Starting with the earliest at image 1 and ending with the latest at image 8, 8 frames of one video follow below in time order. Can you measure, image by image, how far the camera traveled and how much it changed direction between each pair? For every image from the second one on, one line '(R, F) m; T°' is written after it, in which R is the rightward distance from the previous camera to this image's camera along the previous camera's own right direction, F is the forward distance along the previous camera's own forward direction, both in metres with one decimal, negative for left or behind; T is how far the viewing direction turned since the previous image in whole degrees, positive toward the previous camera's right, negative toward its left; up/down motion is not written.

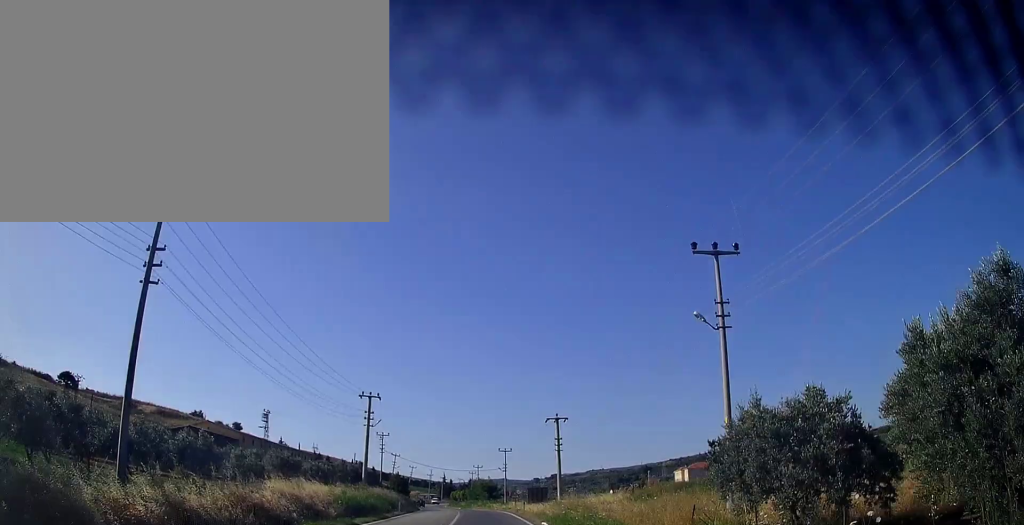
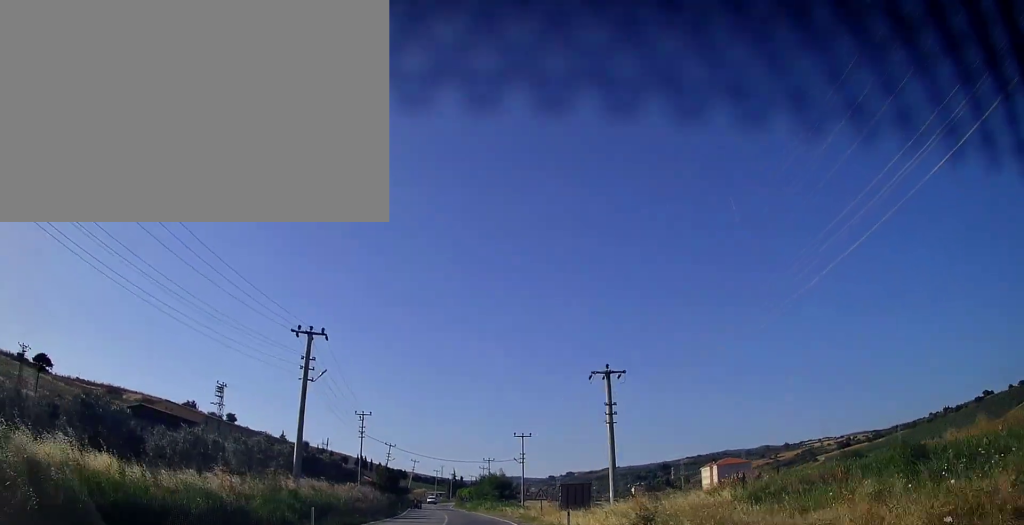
(0.0, +22.8) m; -1°
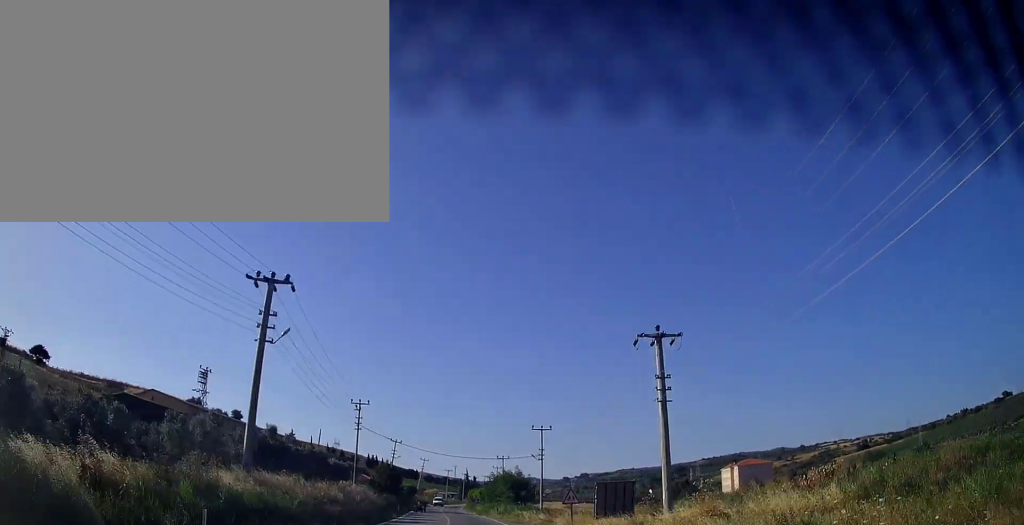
(+0.1, +9.0) m; -1°
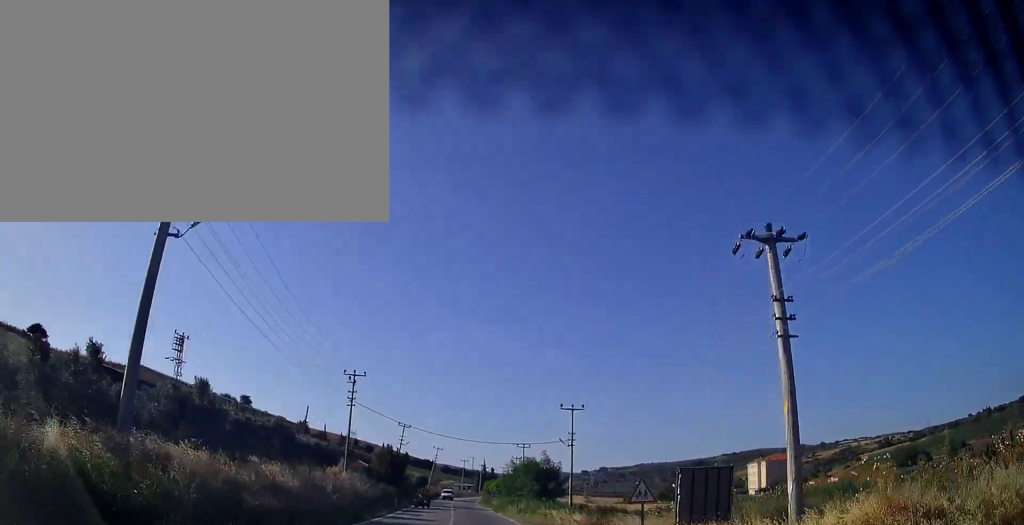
(-0.2, +10.2) m; -2°
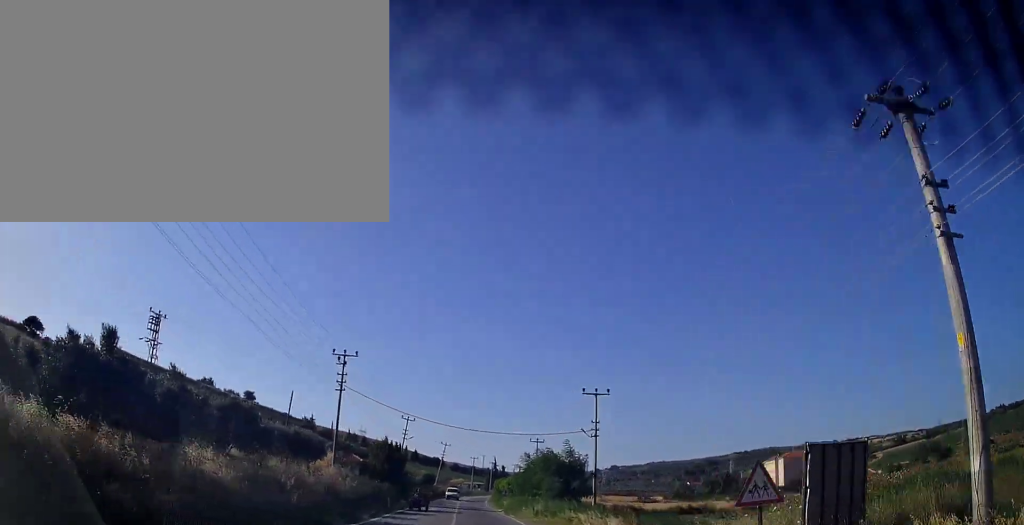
(0.0, +7.8) m; -1°
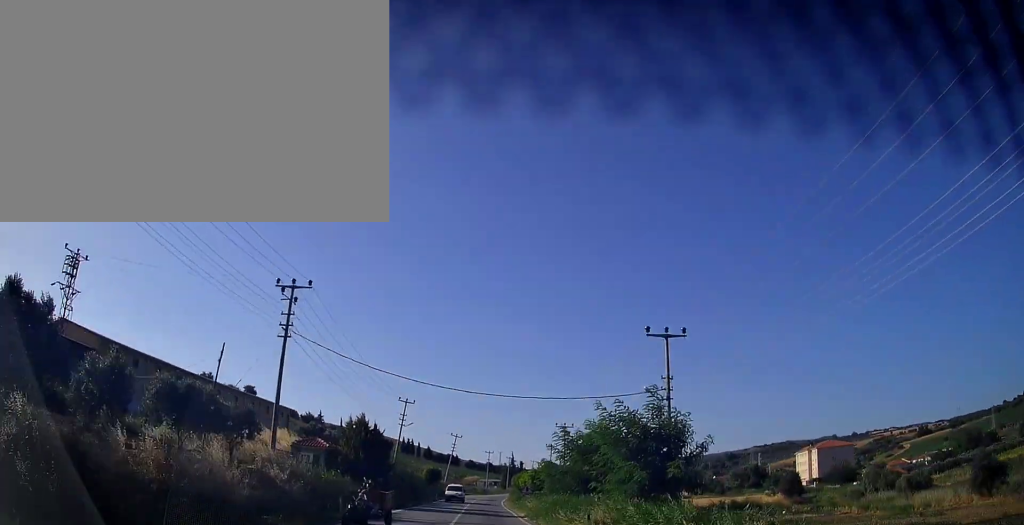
(-0.4, +15.6) m; -1°
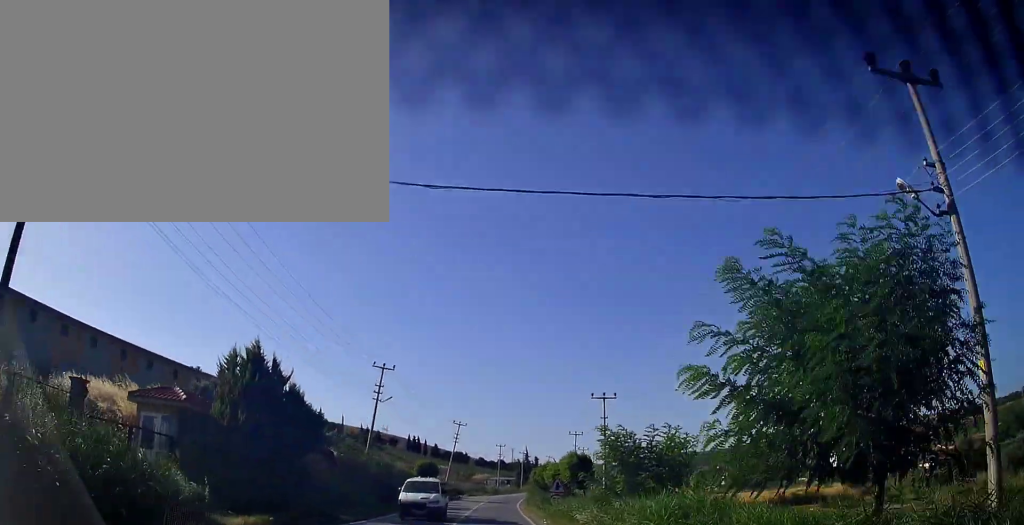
(0.0, +19.2) m; -1°
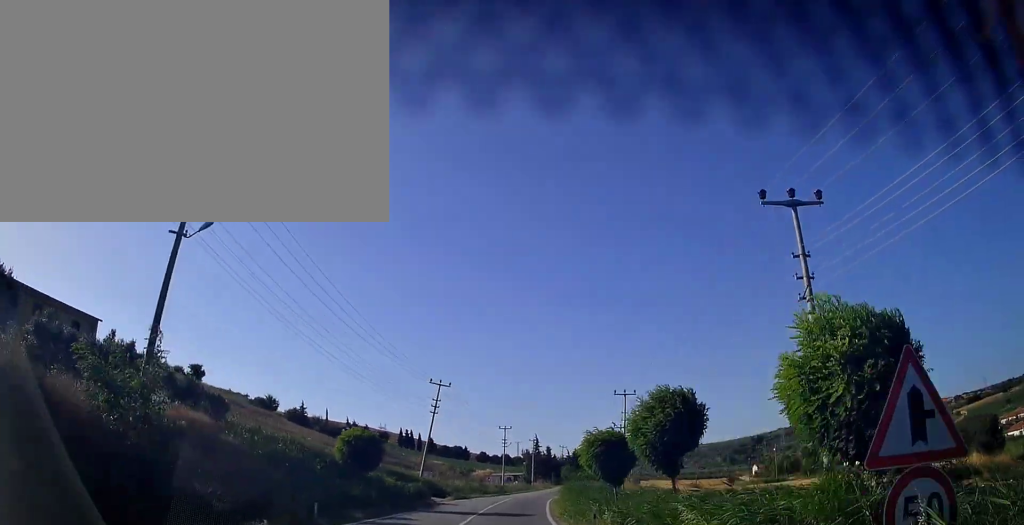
(-1.0, +34.0) m; -2°
